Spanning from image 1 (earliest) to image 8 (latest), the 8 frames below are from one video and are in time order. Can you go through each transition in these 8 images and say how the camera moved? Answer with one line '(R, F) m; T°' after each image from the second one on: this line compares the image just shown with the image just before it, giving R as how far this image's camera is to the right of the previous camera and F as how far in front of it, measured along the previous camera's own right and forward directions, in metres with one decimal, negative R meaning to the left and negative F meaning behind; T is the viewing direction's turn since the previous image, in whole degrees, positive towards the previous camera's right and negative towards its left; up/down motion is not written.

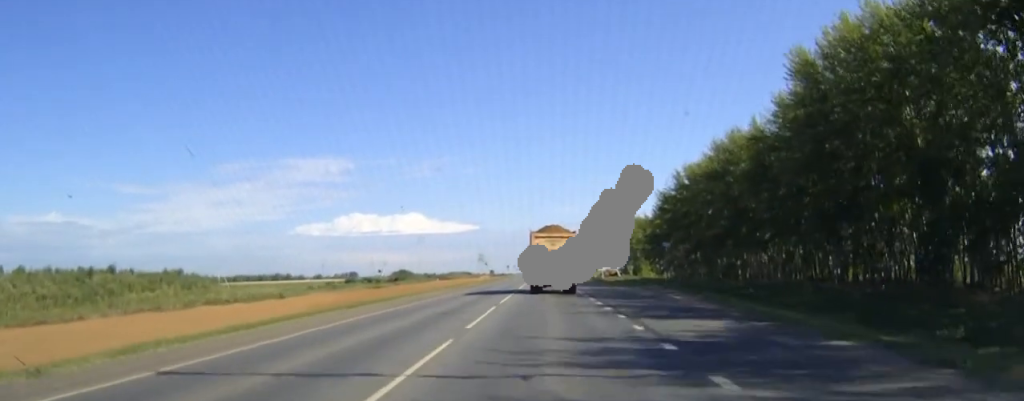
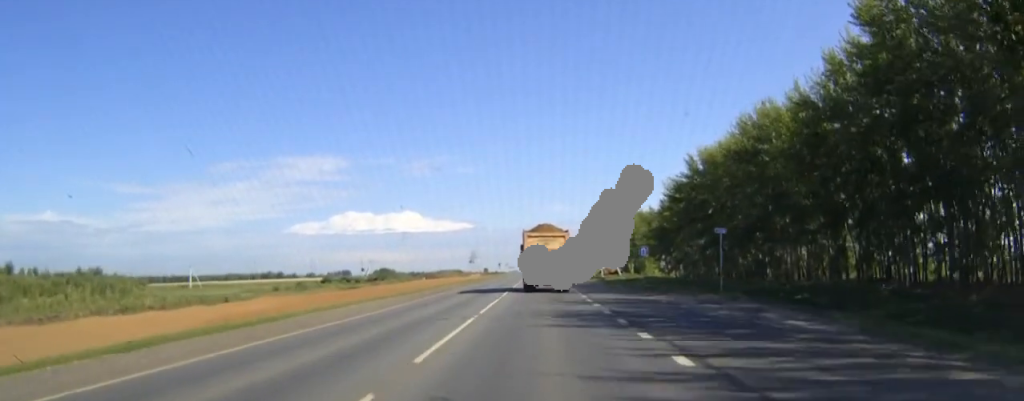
(0.0, +18.0) m; 0°
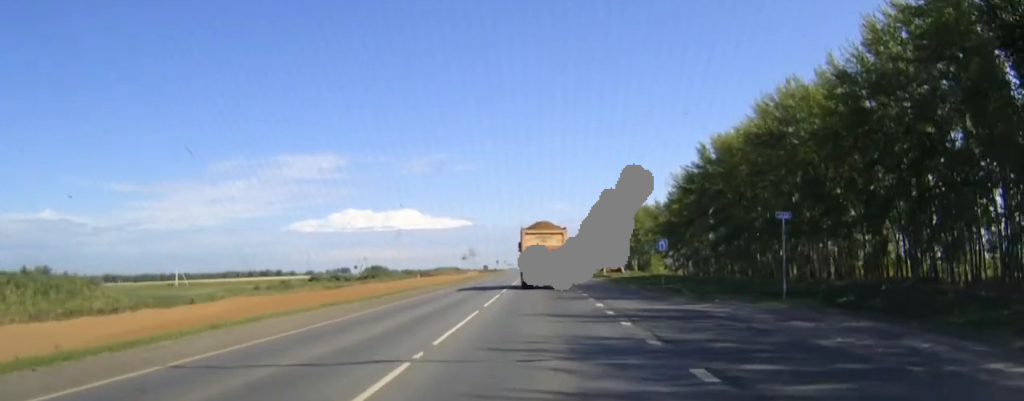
(0.0, +9.6) m; 0°
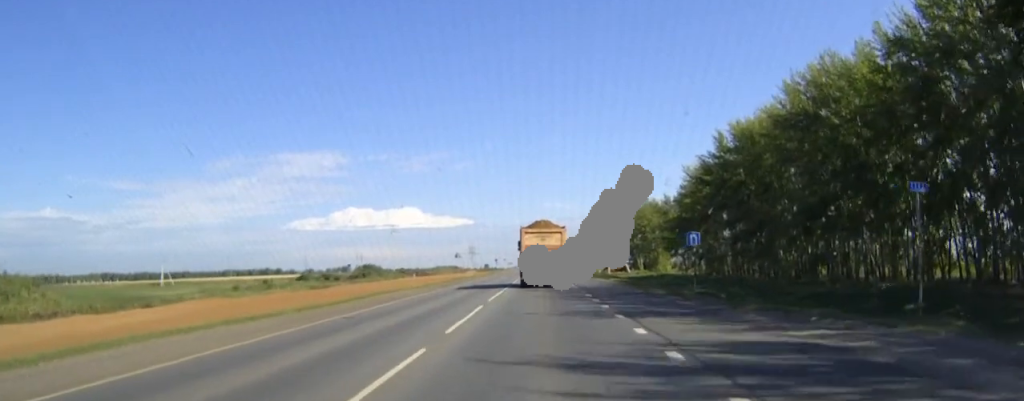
(0.0, +10.3) m; 0°
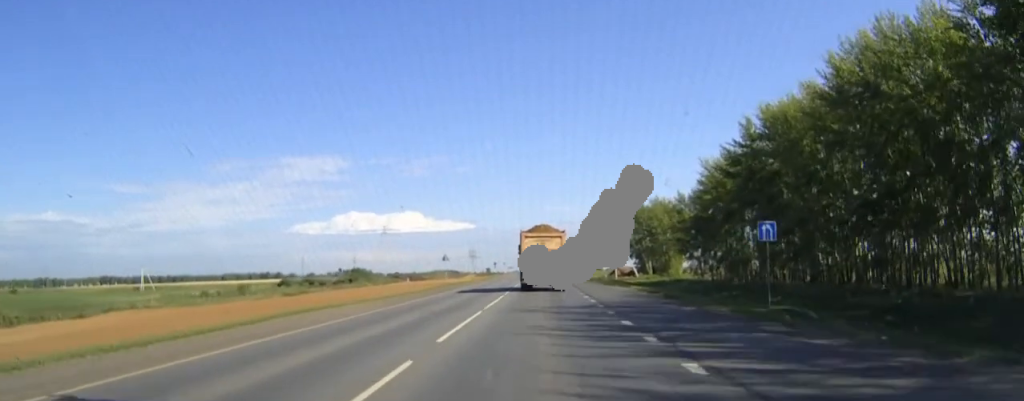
(0.0, +13.3) m; 0°
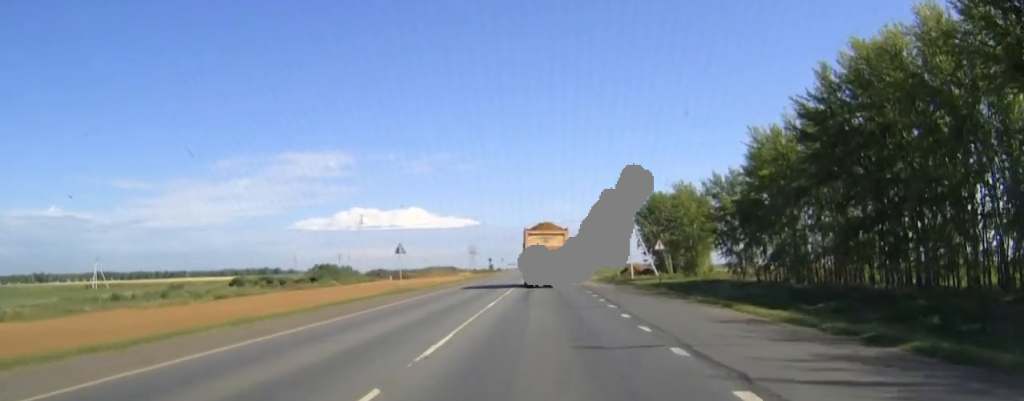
(0.0, +26.5) m; 0°
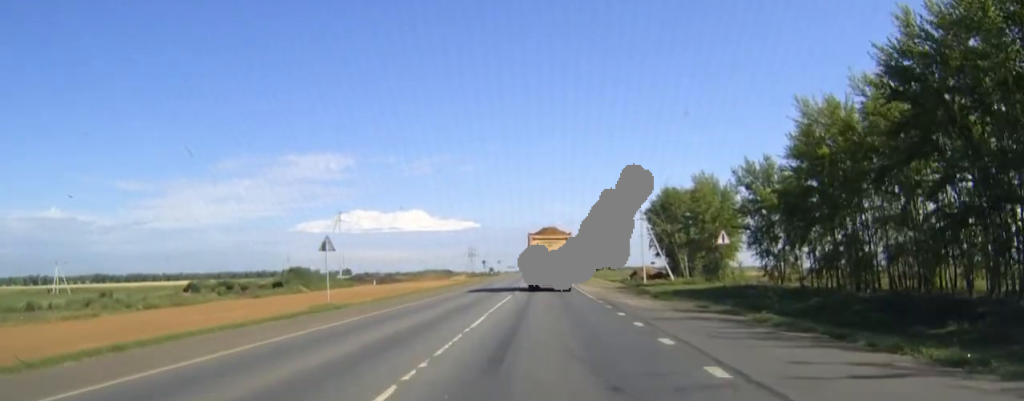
(0.0, +17.9) m; 0°
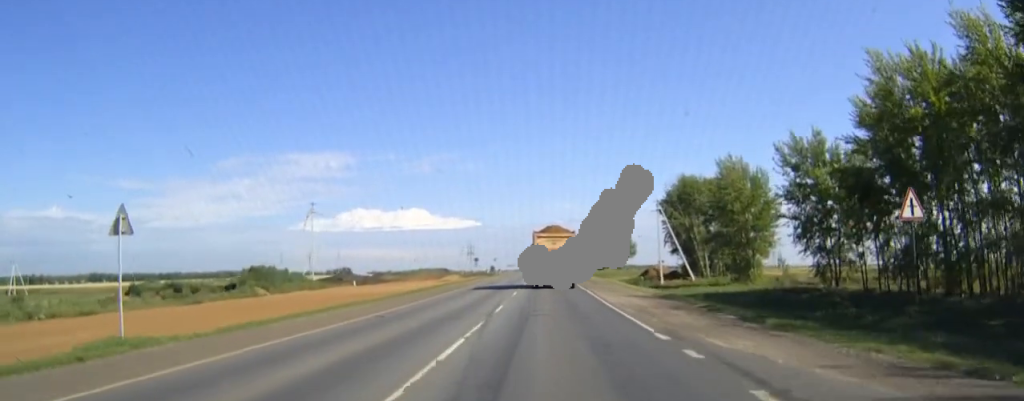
(0.0, +18.0) m; 0°
